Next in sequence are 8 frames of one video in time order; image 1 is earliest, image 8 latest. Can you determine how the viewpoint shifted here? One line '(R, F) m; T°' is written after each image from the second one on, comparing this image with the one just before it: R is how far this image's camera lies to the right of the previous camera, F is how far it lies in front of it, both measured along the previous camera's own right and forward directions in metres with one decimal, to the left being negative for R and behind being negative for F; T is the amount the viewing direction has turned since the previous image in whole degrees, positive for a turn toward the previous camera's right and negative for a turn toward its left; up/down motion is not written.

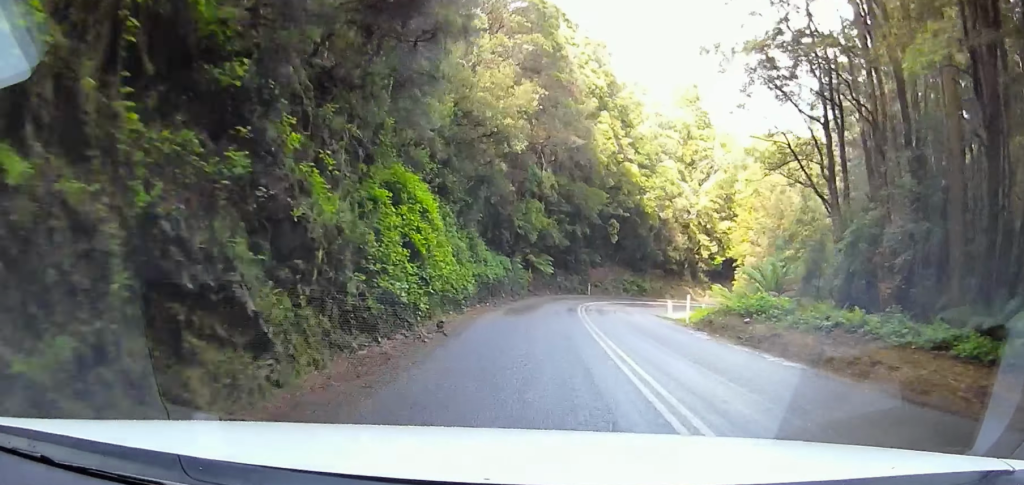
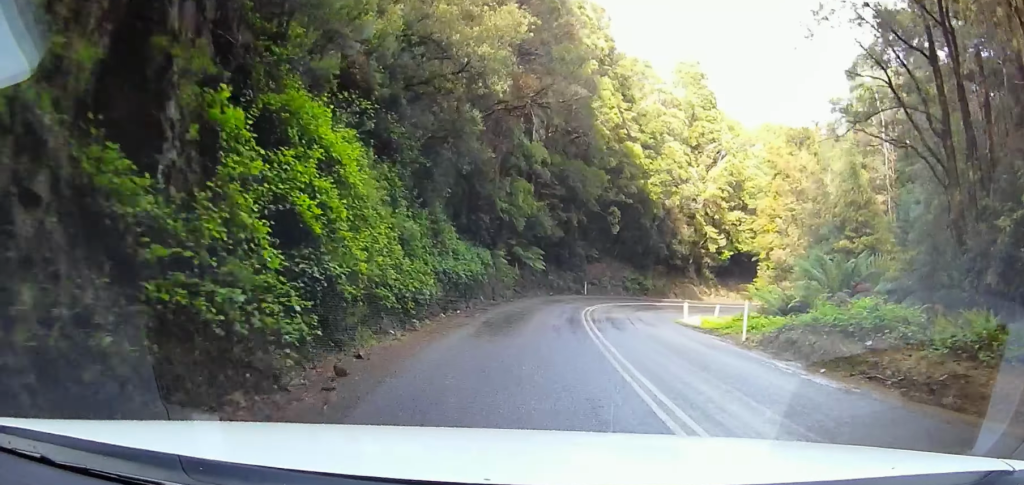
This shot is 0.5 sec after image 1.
(-0.1, +8.2) m; +2°
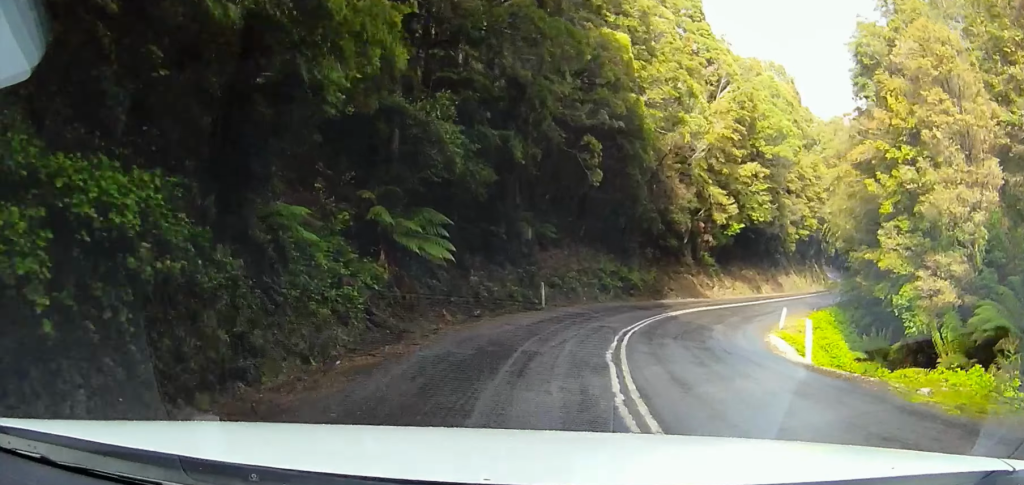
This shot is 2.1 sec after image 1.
(+1.6, +24.8) m; +12°
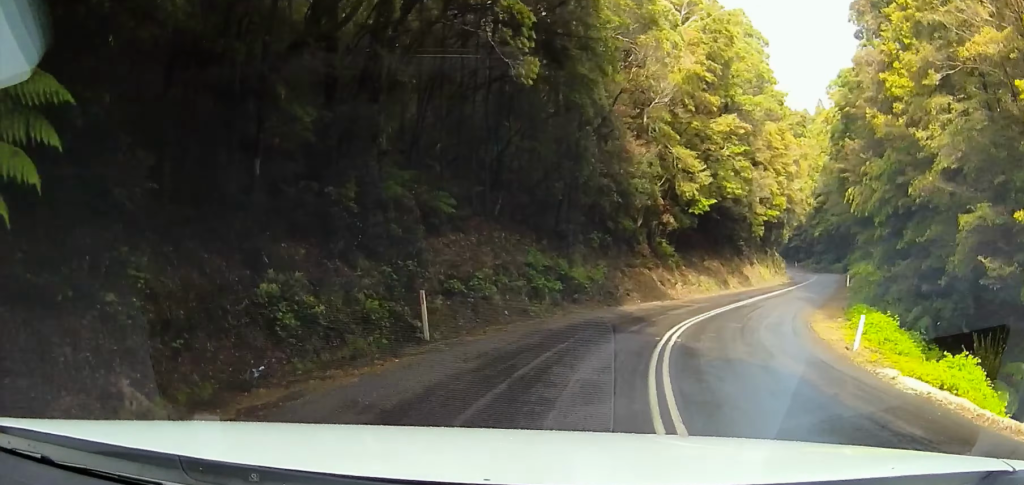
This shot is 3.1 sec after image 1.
(+1.4, +13.9) m; +21°
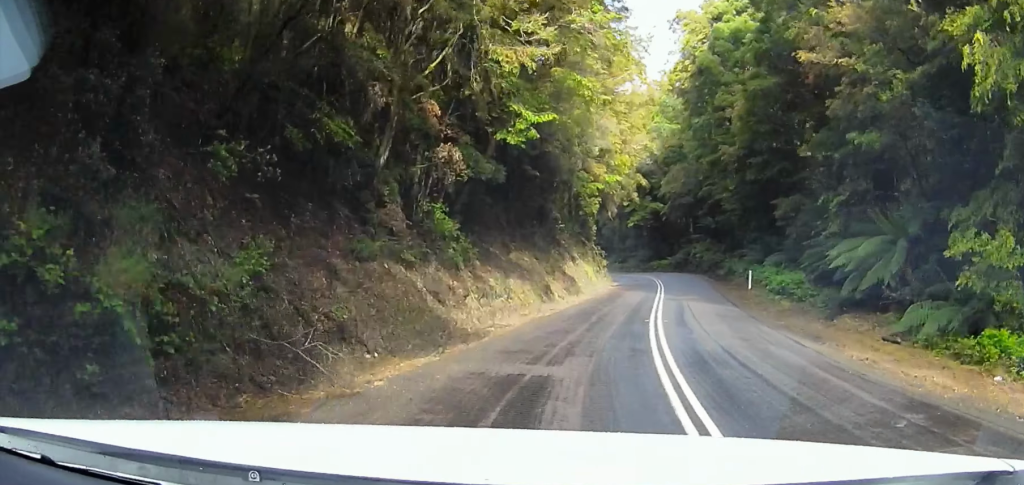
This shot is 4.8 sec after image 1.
(+6.3, +23.8) m; +15°
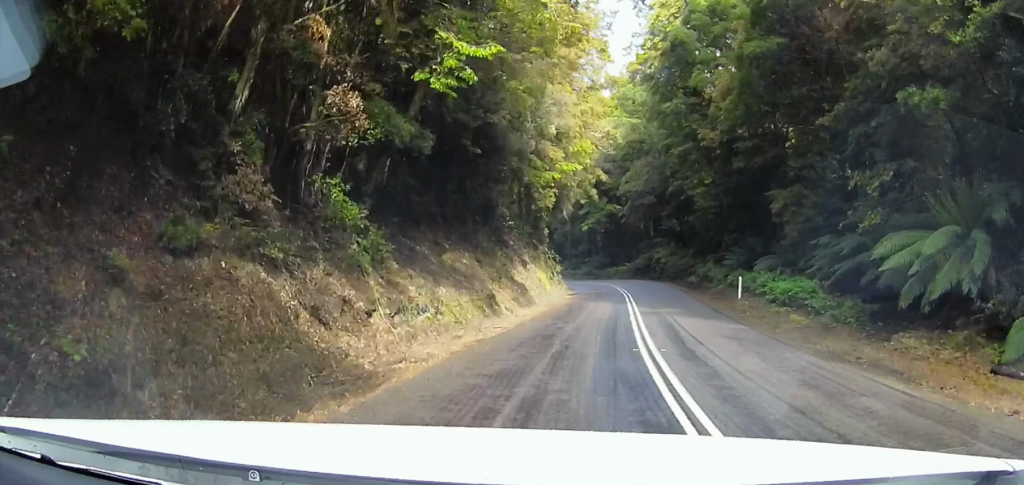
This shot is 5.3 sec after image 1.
(0.0, +6.5) m; 0°
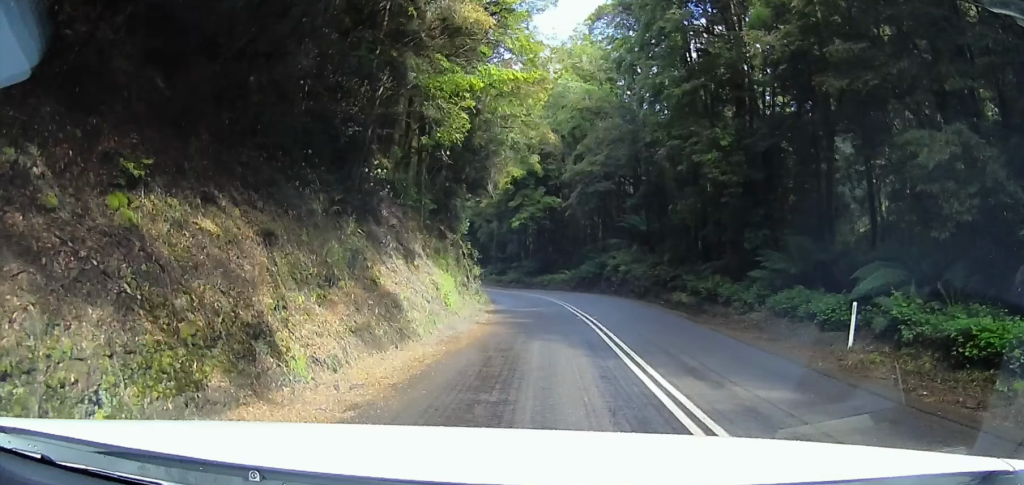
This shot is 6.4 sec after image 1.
(0.0, +14.4) m; -2°
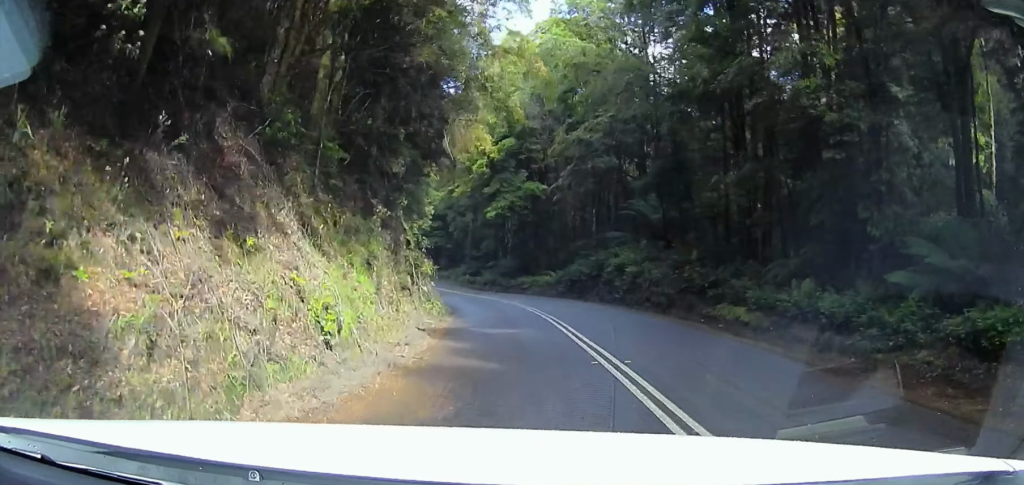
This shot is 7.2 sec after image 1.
(-0.2, +8.6) m; -4°
